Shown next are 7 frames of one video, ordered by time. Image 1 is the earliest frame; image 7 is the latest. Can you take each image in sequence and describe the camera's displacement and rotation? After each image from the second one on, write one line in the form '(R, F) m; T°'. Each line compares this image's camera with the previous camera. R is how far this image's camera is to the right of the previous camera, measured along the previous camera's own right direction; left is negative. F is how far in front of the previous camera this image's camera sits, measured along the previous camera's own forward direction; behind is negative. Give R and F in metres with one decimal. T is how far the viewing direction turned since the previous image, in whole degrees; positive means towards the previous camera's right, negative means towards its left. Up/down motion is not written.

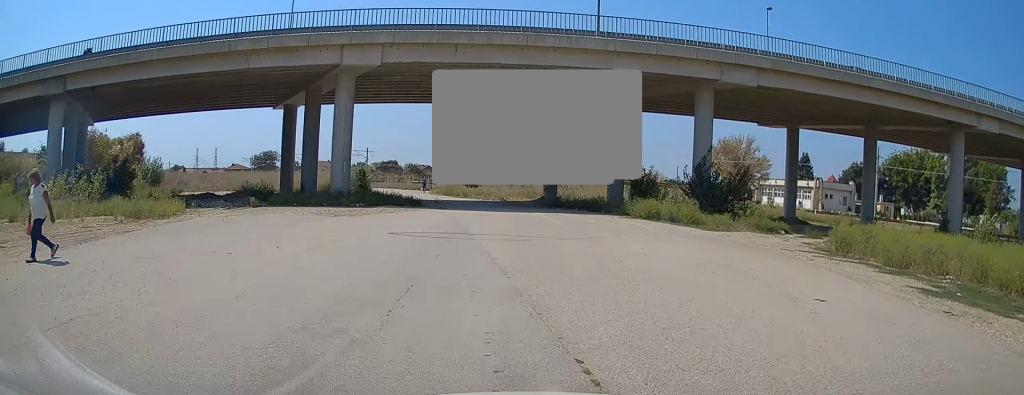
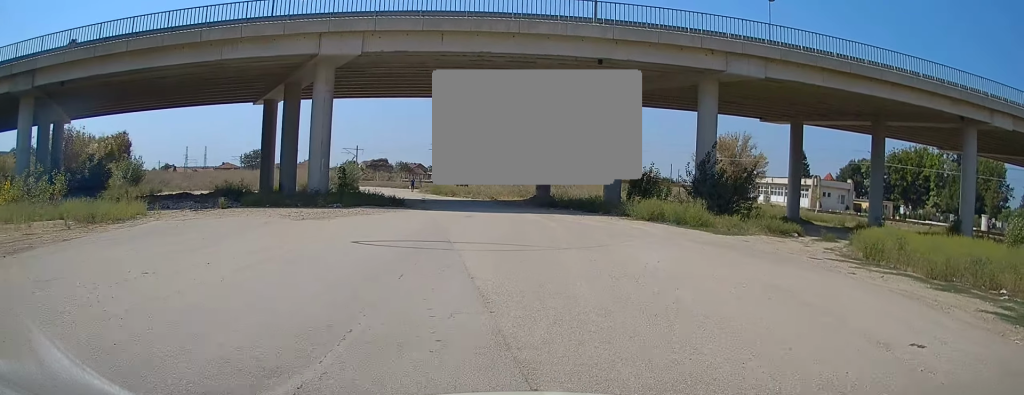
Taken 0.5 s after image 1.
(+0.1, +2.3) m; +1°
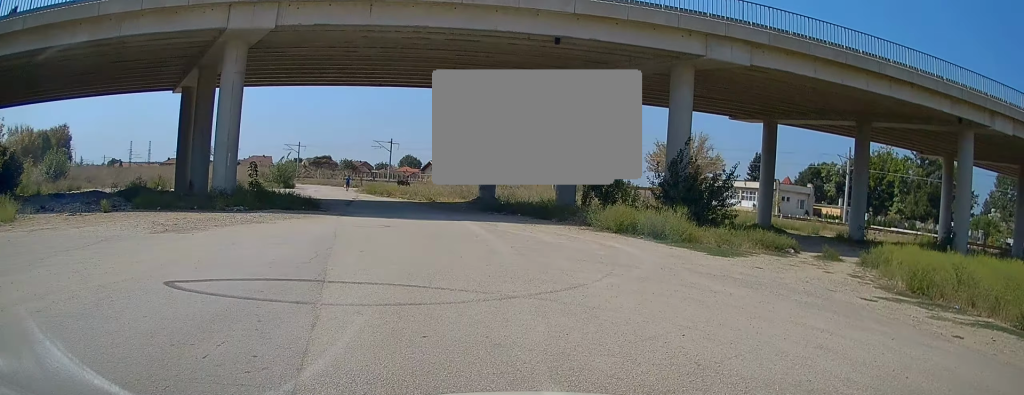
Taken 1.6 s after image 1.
(+0.1, +4.9) m; +3°
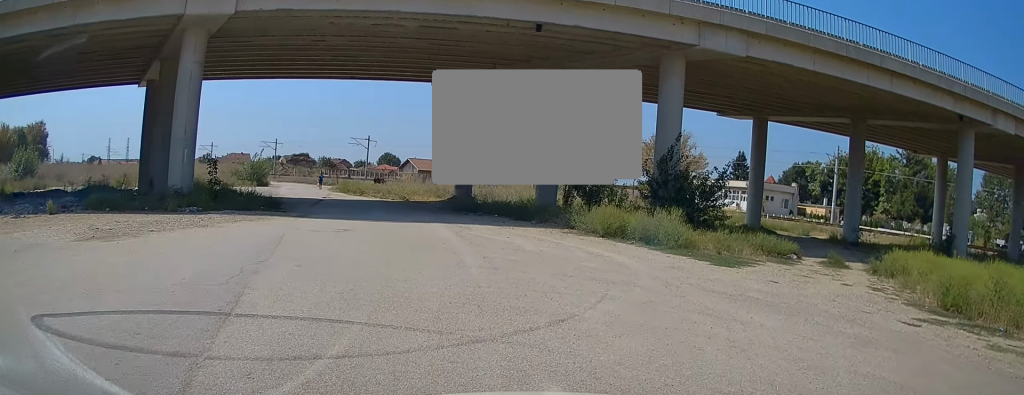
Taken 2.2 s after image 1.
(+0.1, +1.9) m; +1°
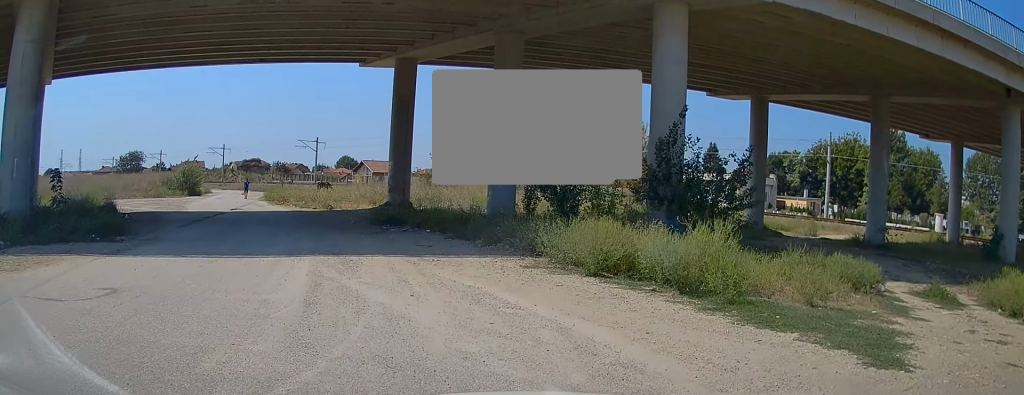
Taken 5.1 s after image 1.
(-0.3, +7.3) m; -4°
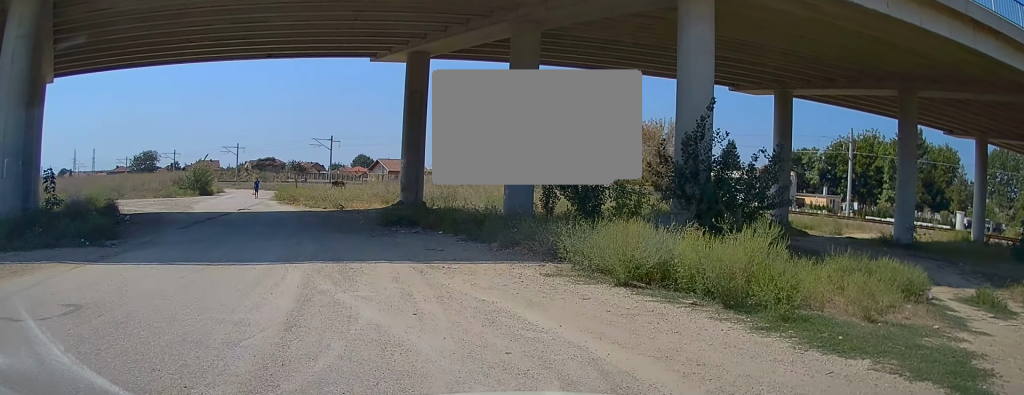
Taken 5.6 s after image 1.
(+0.1, +1.0) m; -1°
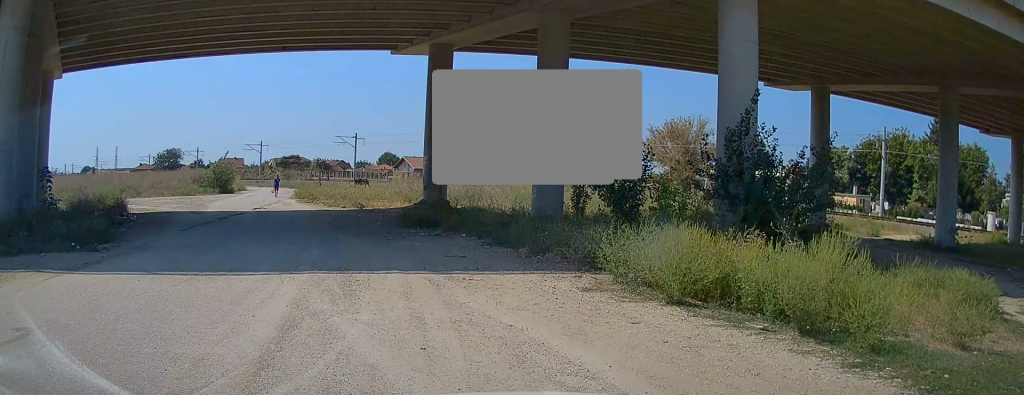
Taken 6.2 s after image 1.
(-0.1, +1.2) m; -6°
